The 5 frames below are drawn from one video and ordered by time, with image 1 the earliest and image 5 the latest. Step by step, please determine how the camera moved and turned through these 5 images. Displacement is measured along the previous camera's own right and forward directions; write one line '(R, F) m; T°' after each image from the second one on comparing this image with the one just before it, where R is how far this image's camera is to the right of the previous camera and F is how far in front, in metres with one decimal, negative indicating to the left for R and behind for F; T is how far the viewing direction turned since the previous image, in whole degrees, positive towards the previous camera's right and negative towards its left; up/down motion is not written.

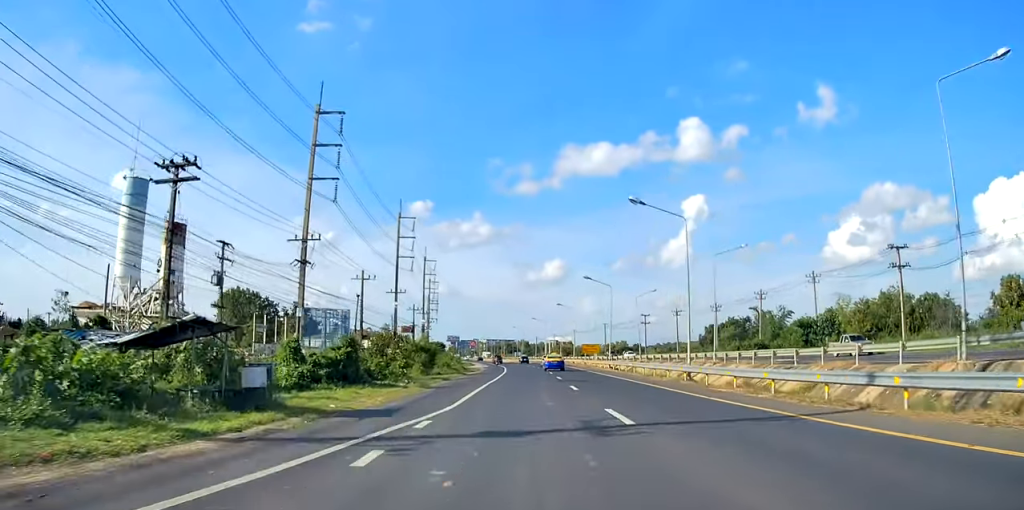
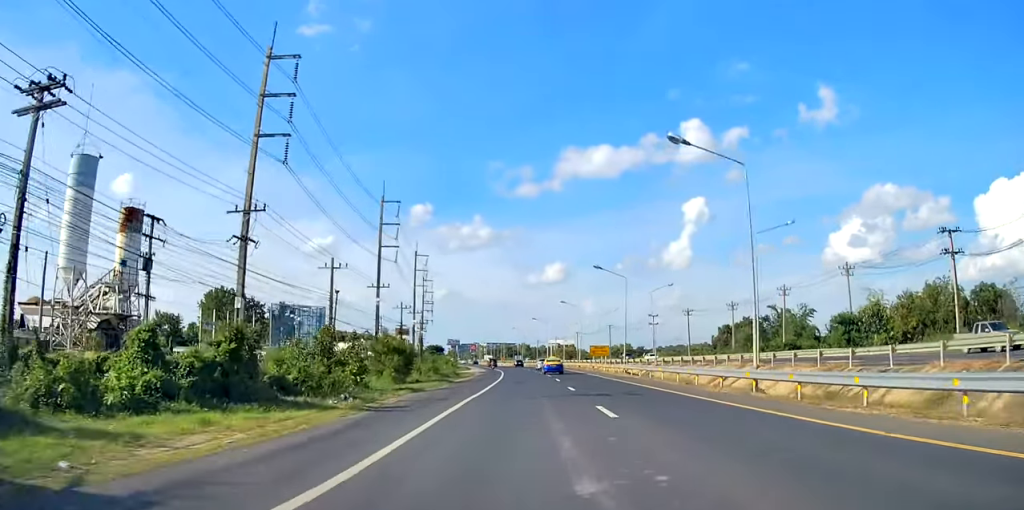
(+0.1, +10.3) m; +1°
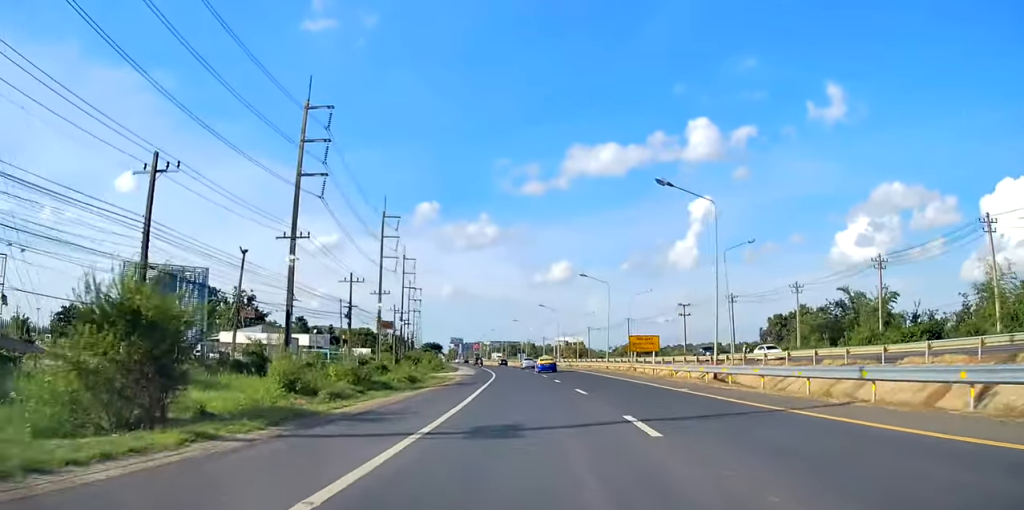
(+0.1, +27.0) m; 0°
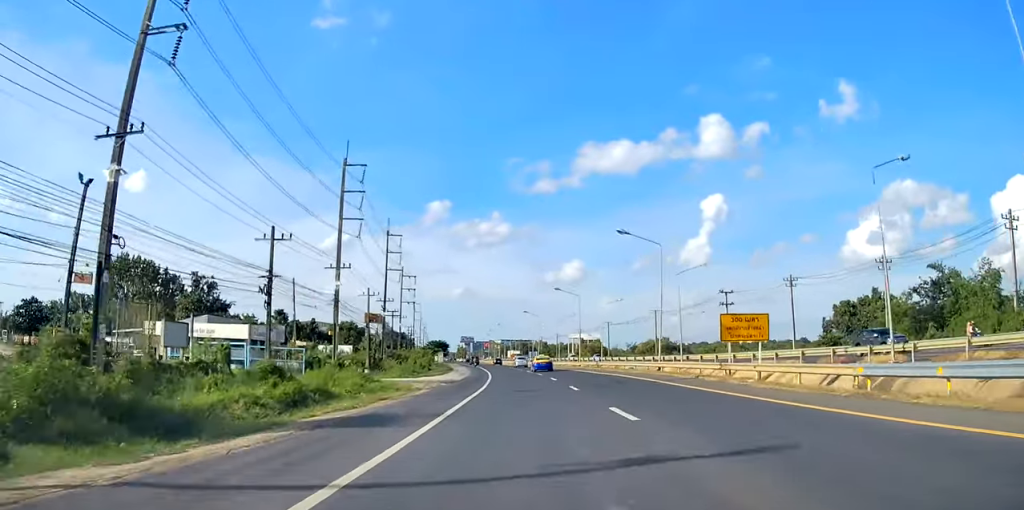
(-0.2, +22.4) m; -2°
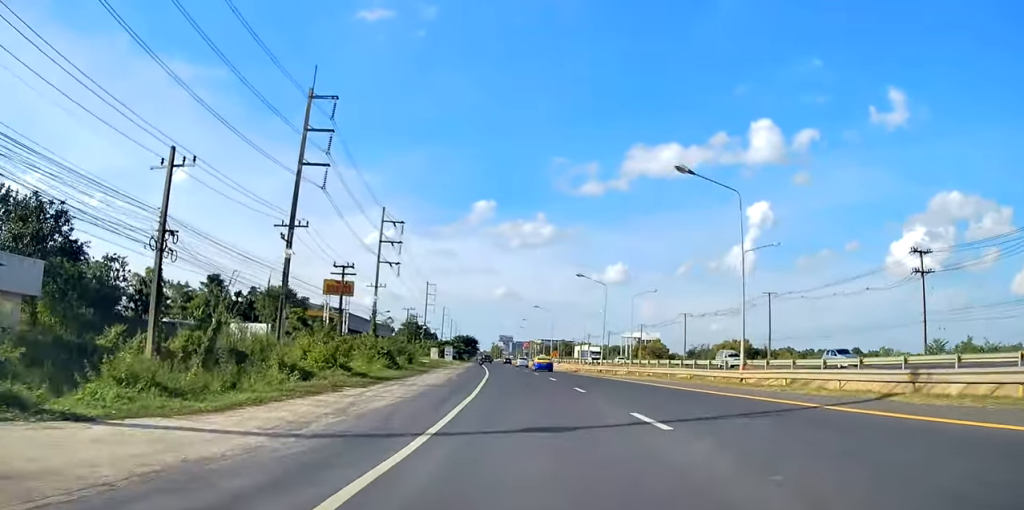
(-0.7, +49.6) m; -2°
